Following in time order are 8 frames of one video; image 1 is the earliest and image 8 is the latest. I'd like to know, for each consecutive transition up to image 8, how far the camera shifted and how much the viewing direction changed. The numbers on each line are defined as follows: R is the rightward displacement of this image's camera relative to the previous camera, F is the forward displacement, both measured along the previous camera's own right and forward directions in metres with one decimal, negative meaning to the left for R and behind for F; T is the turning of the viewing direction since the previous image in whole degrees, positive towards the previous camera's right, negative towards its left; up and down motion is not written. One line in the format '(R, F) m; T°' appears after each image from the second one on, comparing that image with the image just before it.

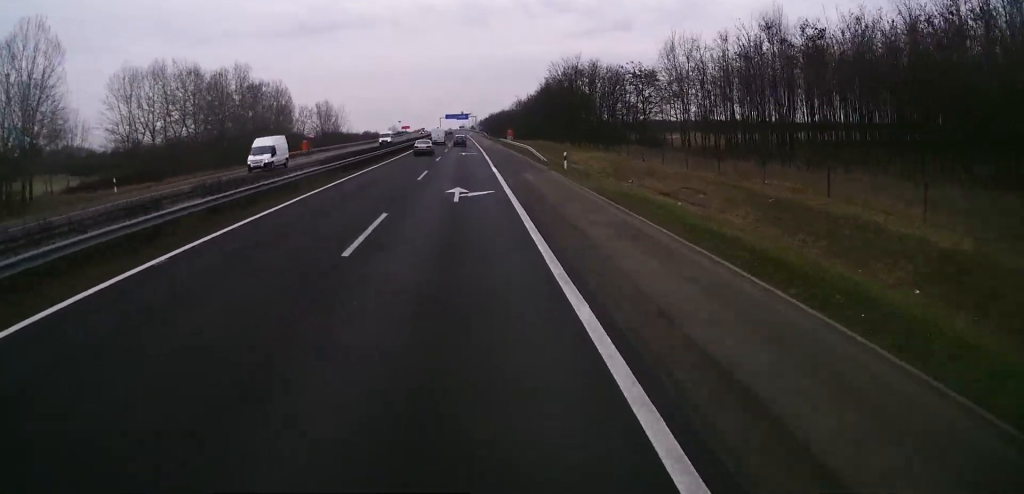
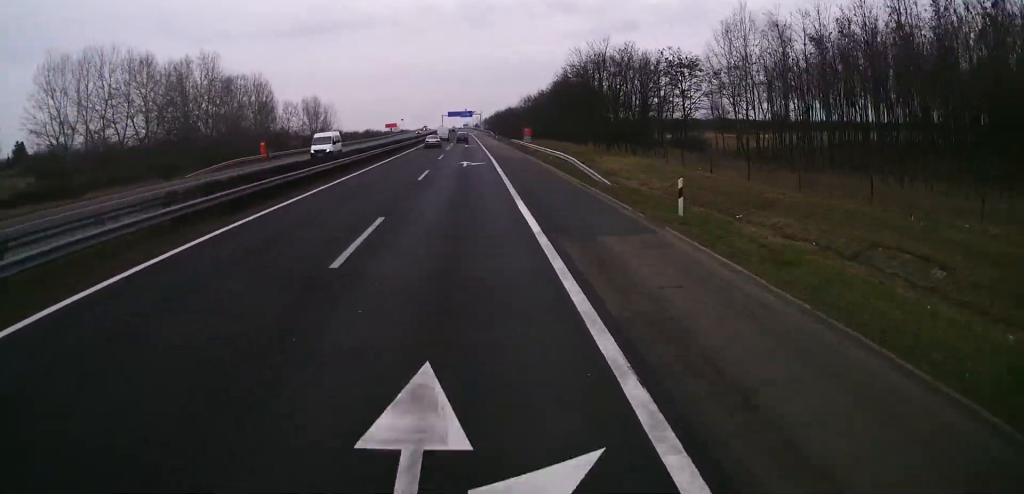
(+0.3, +19.0) m; 0°
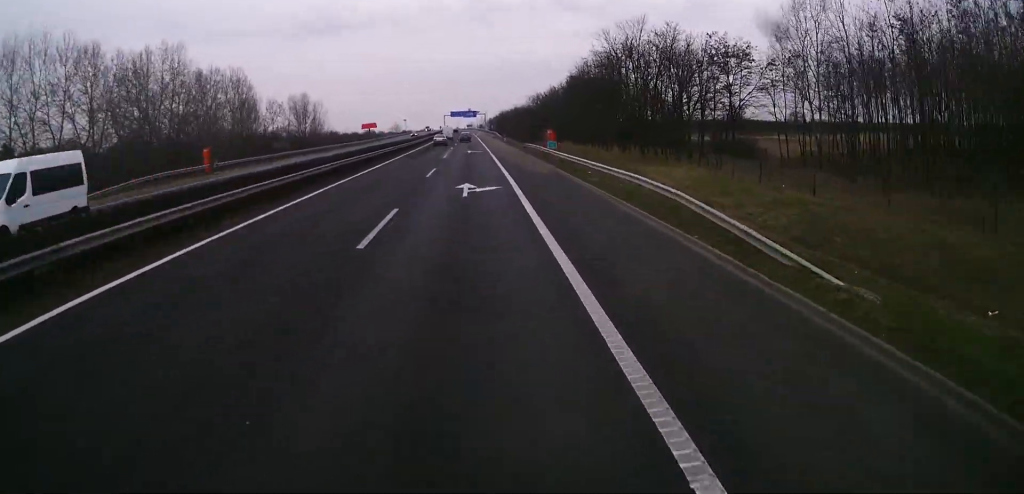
(-0.2, +16.1) m; 0°
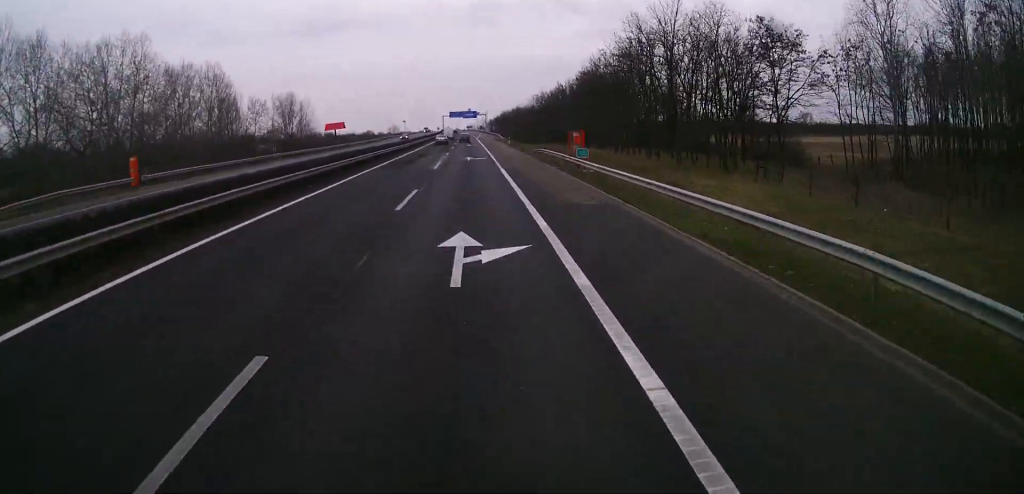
(0.0, +12.2) m; 0°
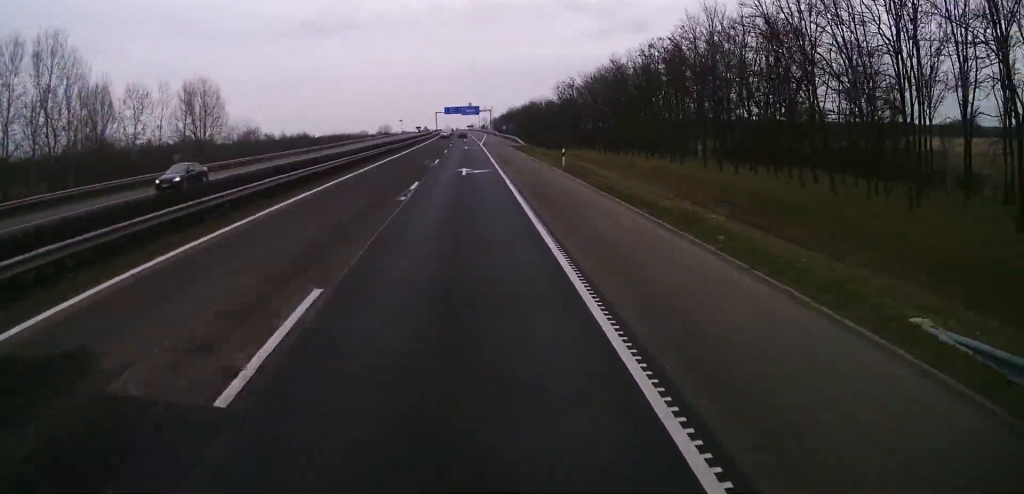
(-0.5, +51.4) m; -1°
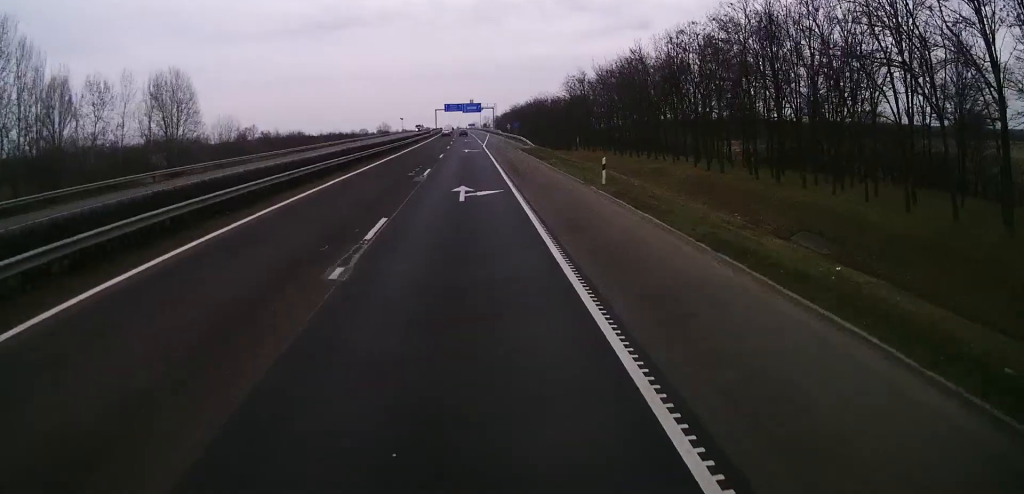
(+0.2, +10.7) m; 0°
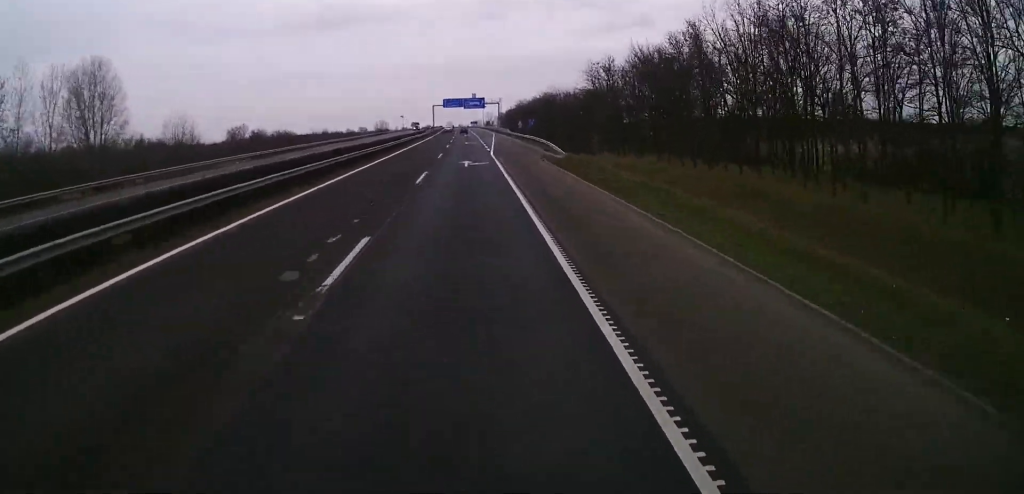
(-0.3, +21.4) m; 0°
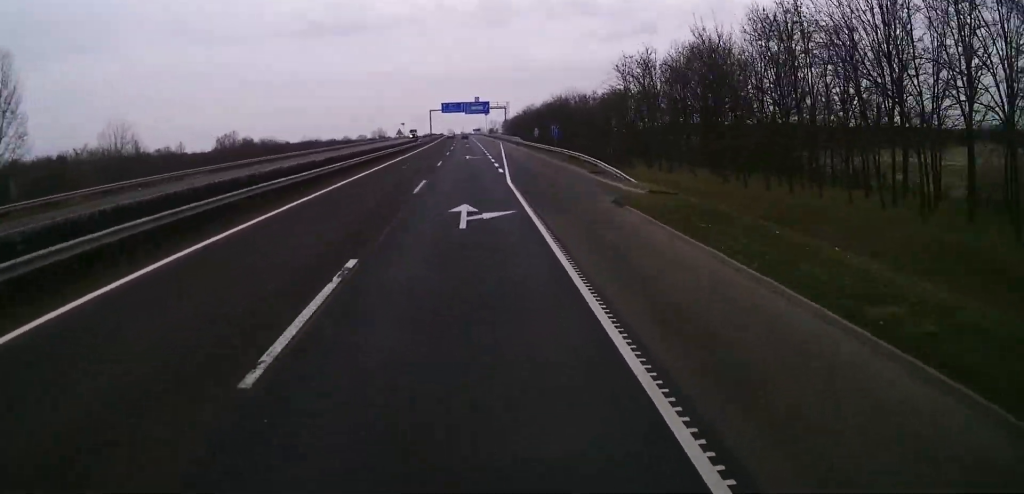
(+0.2, +20.0) m; 0°
